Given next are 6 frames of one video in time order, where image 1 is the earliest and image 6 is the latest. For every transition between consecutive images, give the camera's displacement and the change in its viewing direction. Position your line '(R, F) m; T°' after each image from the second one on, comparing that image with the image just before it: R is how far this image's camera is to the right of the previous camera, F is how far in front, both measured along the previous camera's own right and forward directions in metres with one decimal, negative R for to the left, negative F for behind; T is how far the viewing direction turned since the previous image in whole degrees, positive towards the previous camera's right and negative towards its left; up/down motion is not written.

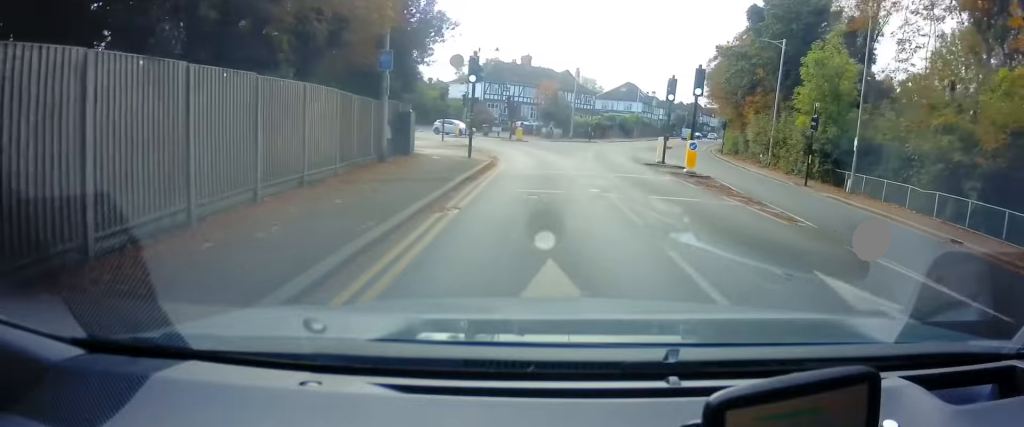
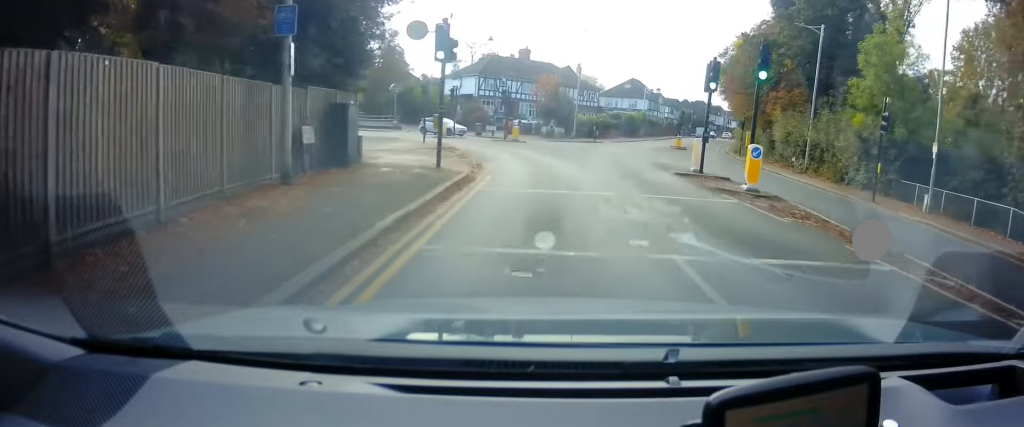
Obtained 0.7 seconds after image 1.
(+0.1, +6.1) m; +1°
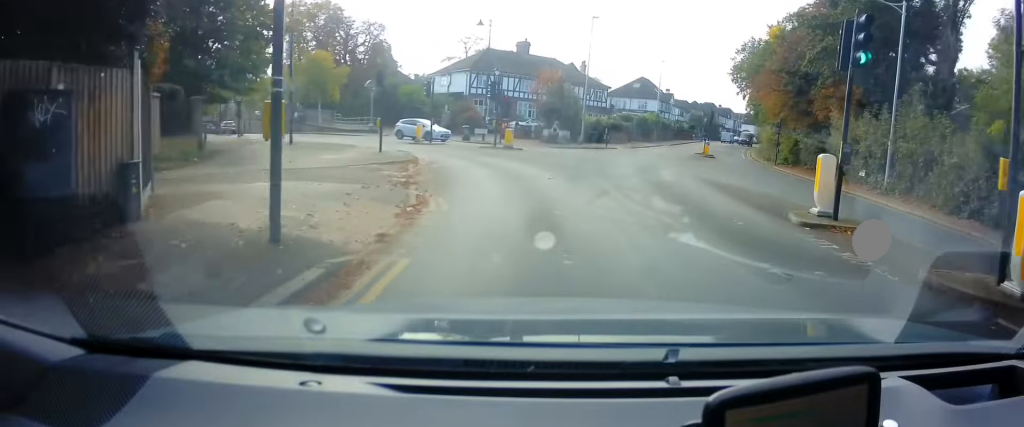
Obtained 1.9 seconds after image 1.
(-0.2, +8.9) m; -2°
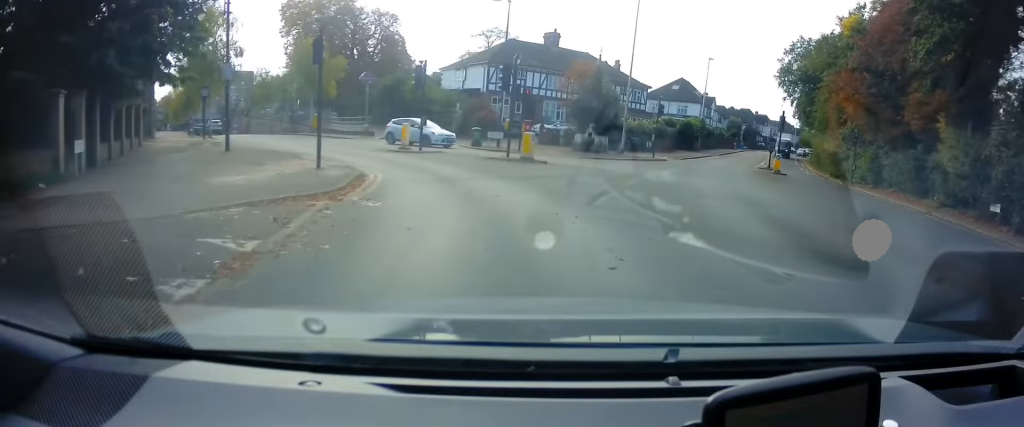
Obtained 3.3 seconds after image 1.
(0.0, +9.1) m; 0°
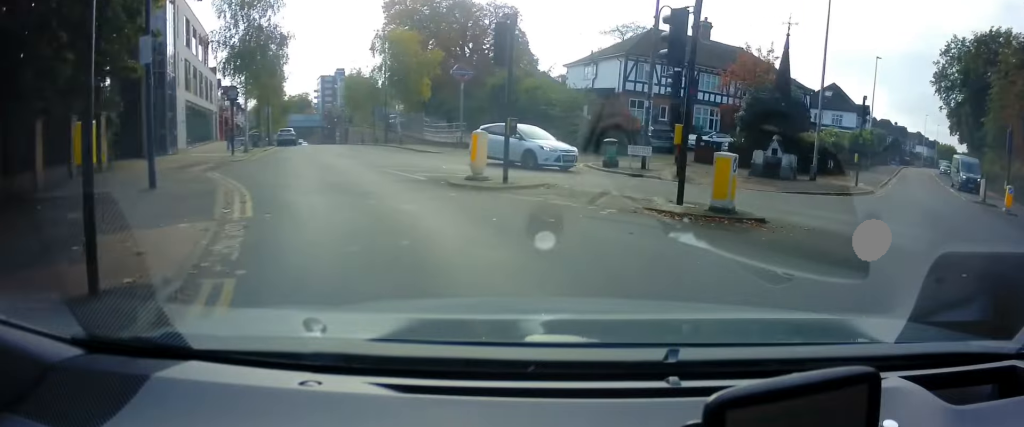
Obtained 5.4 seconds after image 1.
(-1.3, +11.0) m; -13°
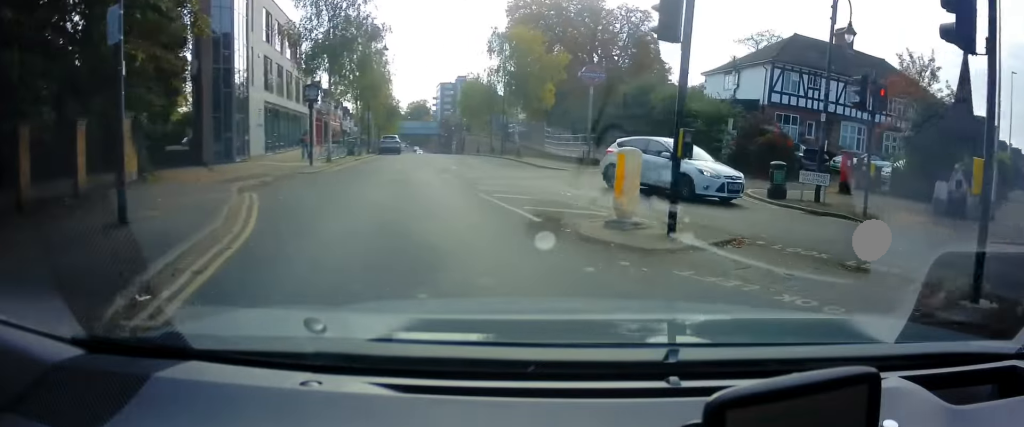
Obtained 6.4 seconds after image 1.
(+0.1, +5.1) m; -8°
